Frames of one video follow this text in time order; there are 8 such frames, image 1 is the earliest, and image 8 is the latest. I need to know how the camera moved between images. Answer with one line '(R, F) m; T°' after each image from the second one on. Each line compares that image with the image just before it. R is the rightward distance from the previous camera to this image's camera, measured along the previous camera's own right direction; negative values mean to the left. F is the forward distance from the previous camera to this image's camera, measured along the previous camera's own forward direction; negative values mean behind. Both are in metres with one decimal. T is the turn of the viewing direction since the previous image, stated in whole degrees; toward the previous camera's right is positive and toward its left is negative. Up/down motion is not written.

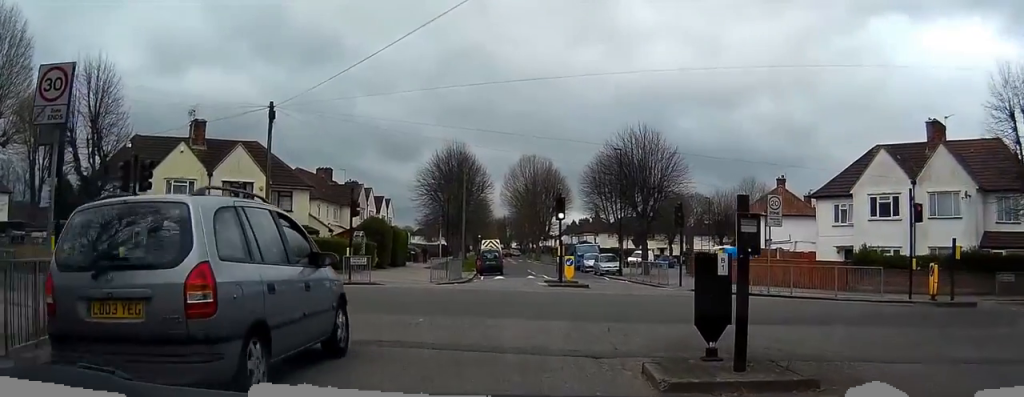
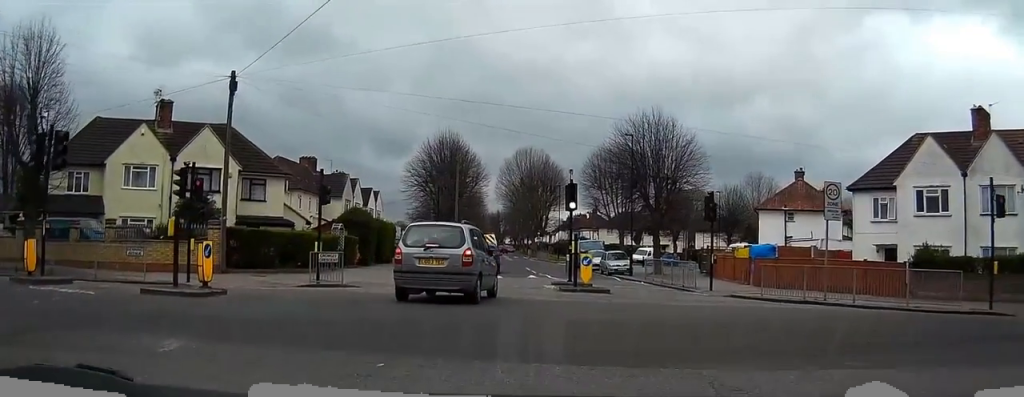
(+0.3, +3.7) m; +11°
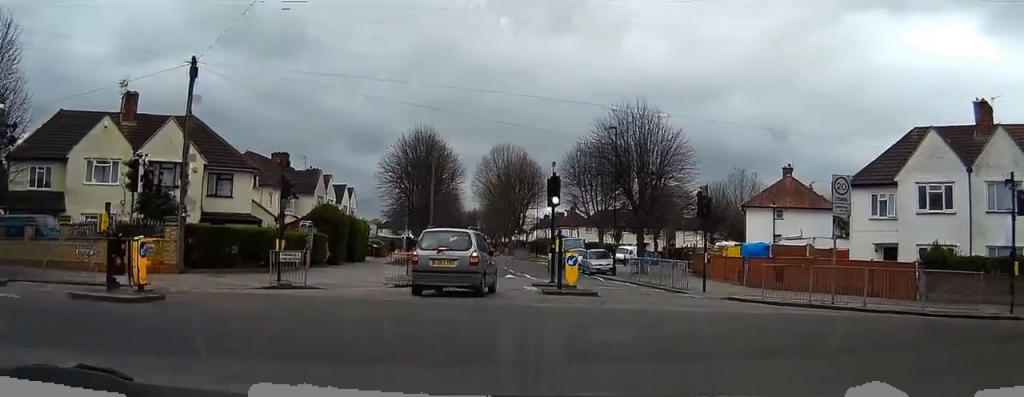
(+0.1, +2.1) m; +8°
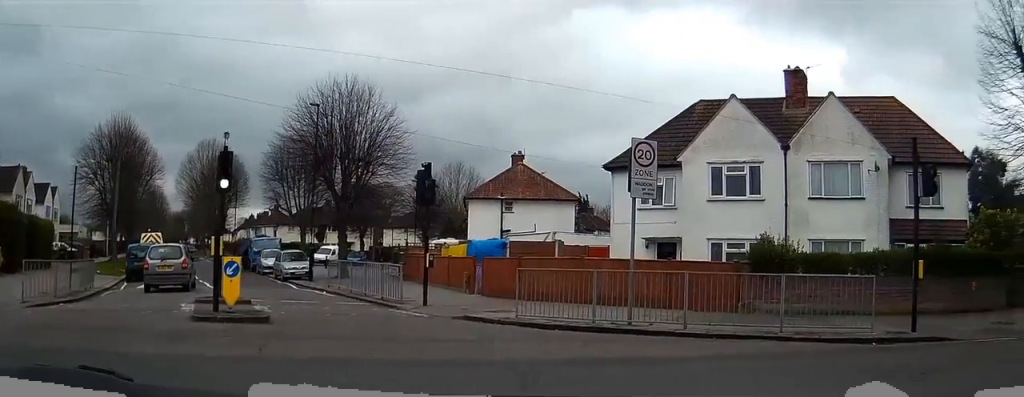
(+1.7, +6.4) m; +30°
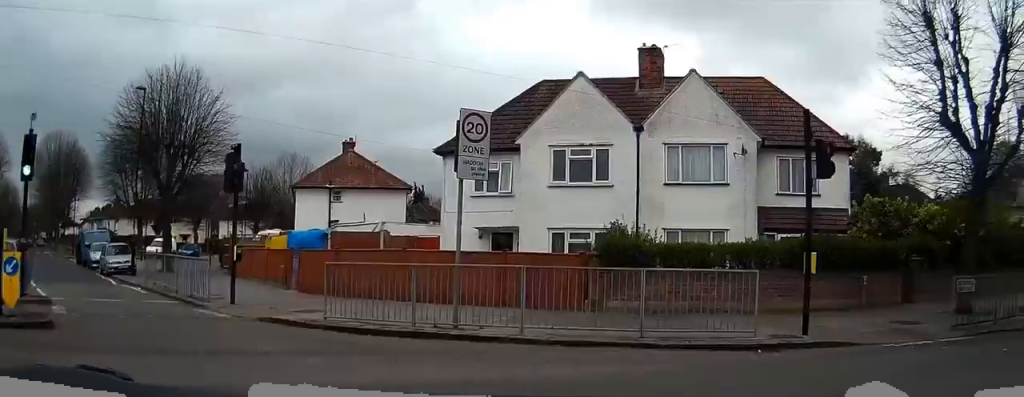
(+0.1, +2.4) m; +11°
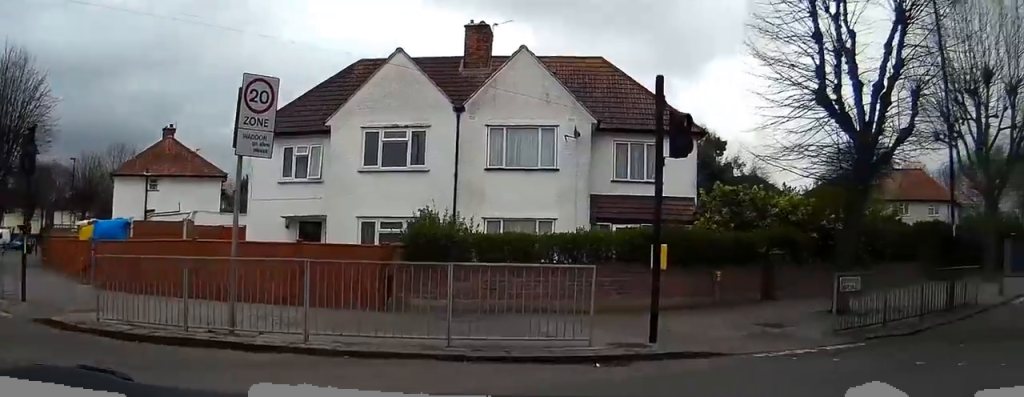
(+0.3, +2.3) m; +9°
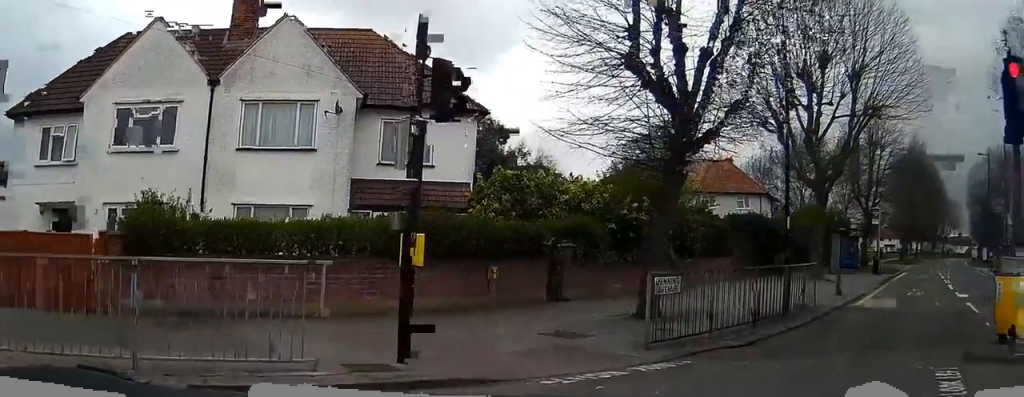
(+0.3, +3.0) m; +12°
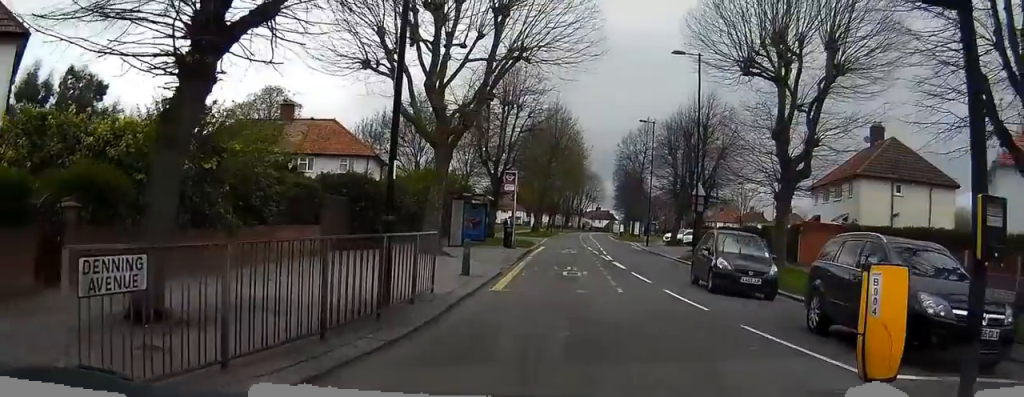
(+1.1, +5.7) m; +22°
